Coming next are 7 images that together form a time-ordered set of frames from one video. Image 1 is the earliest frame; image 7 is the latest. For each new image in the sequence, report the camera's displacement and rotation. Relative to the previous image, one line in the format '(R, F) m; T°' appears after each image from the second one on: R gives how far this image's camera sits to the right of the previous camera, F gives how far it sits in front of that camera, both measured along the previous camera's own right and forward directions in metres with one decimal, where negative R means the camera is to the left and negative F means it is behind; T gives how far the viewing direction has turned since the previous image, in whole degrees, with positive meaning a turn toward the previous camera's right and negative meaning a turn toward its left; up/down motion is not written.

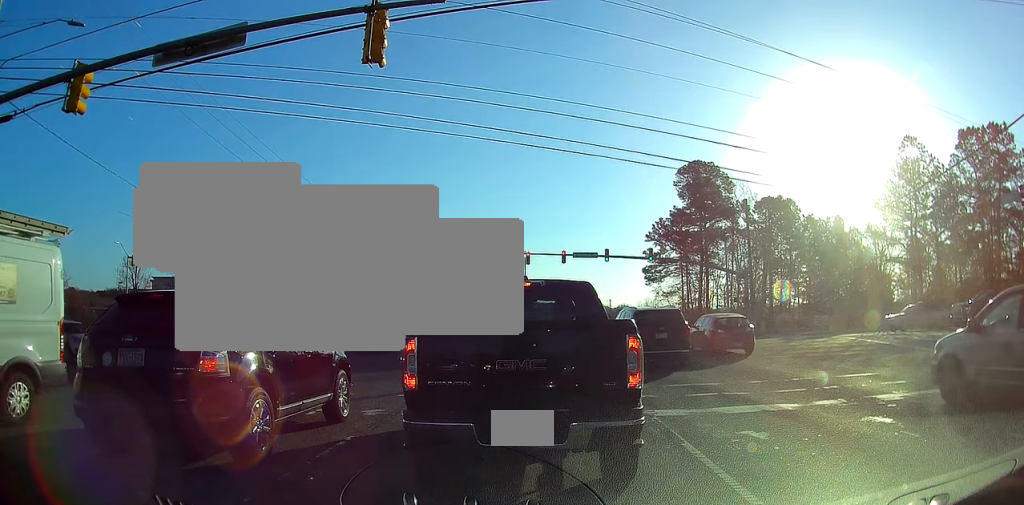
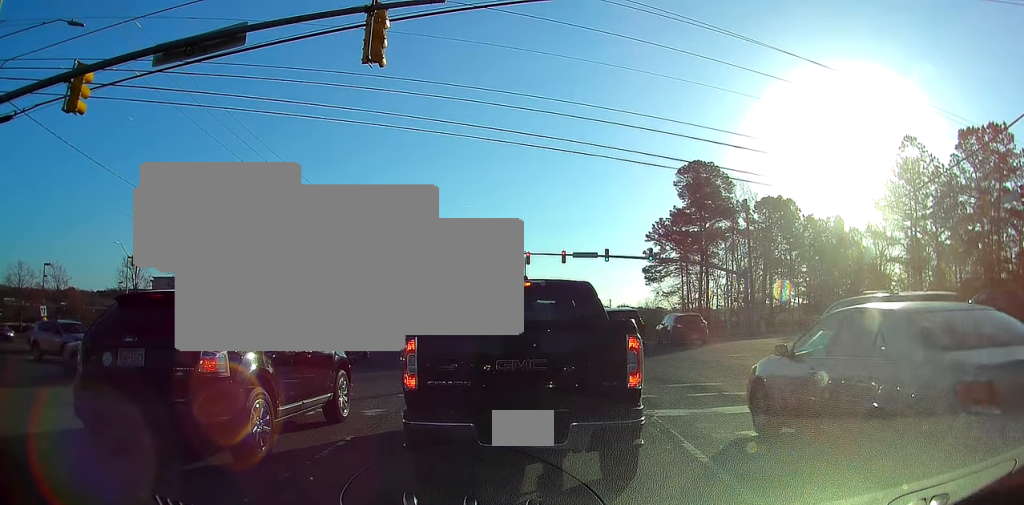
(0.0, 0.0) m; 0°
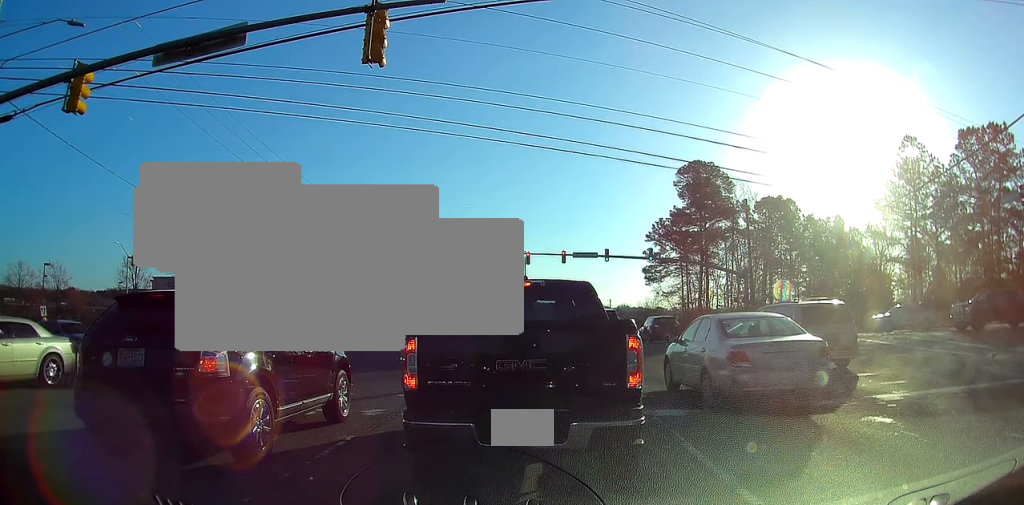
(0.0, 0.0) m; 0°
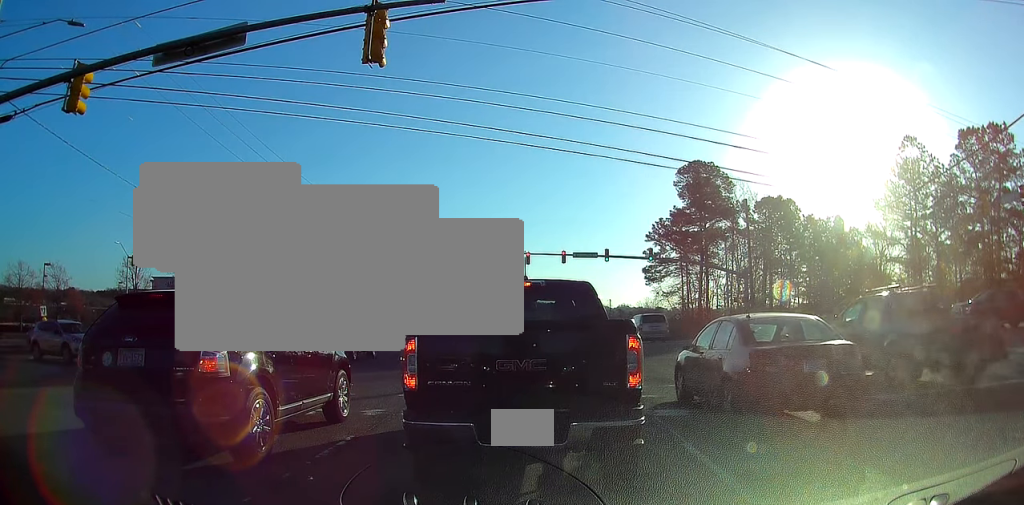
(0.0, 0.0) m; 0°
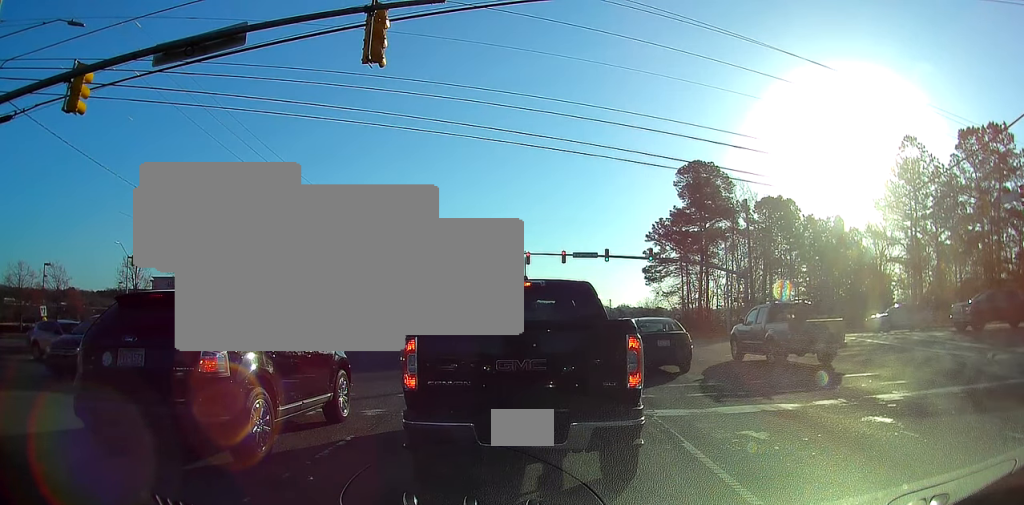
(0.0, 0.0) m; 0°
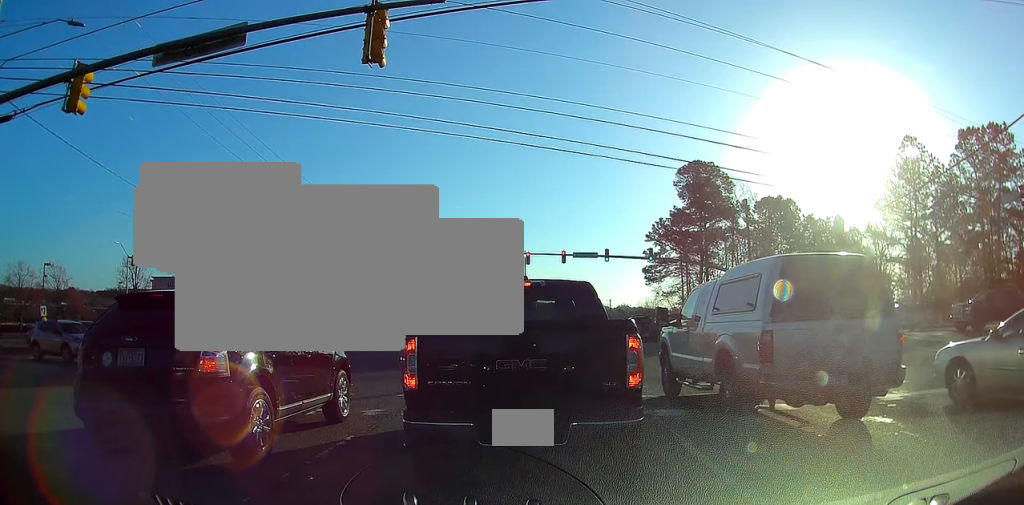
(0.0, 0.0) m; 0°
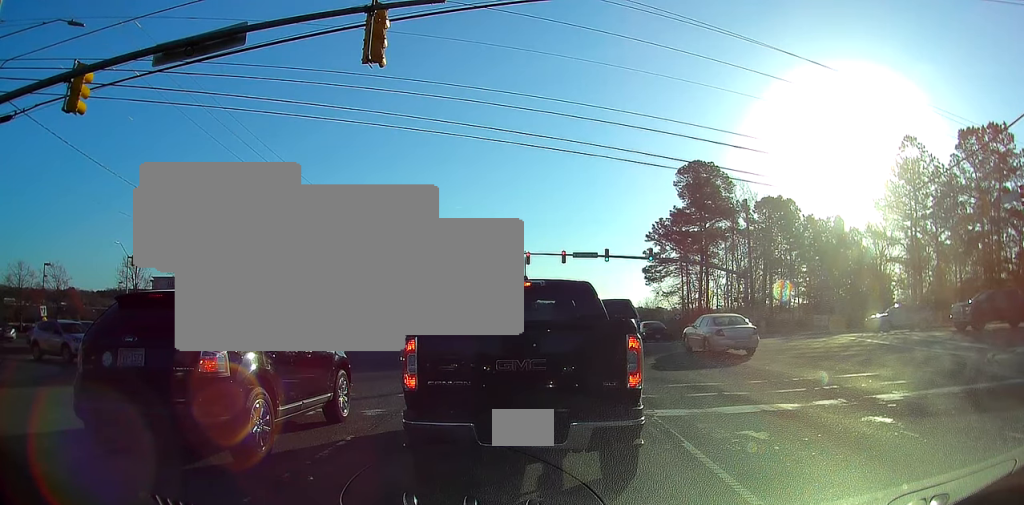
(0.0, 0.0) m; 0°
